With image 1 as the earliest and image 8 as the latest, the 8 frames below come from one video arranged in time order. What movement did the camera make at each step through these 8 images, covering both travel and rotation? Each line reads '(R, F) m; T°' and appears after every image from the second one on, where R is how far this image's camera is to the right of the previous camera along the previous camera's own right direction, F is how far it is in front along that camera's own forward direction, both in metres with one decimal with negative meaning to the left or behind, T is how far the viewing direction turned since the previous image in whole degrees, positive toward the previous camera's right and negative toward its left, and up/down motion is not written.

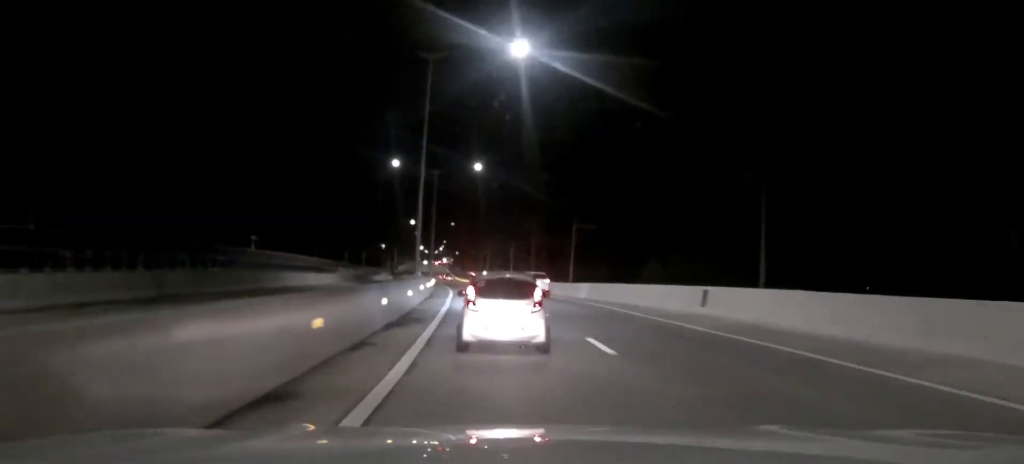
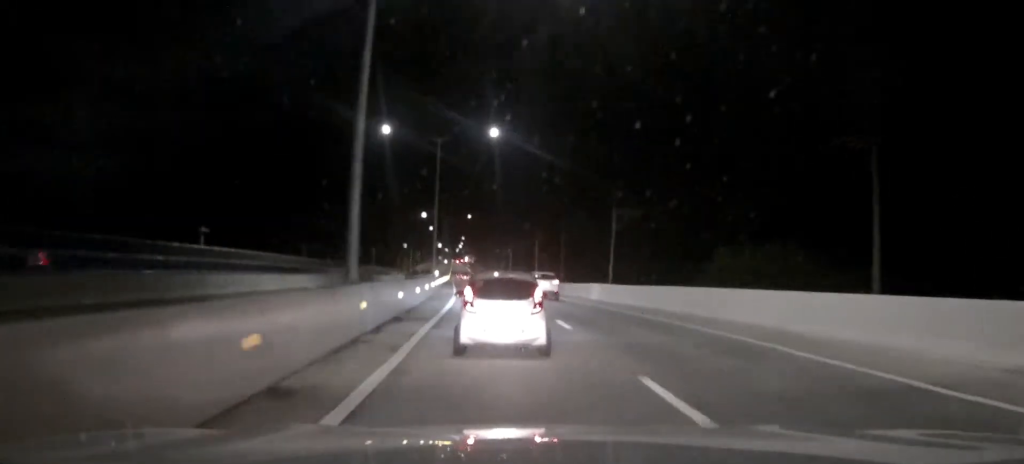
(-0.3, +17.1) m; -2°
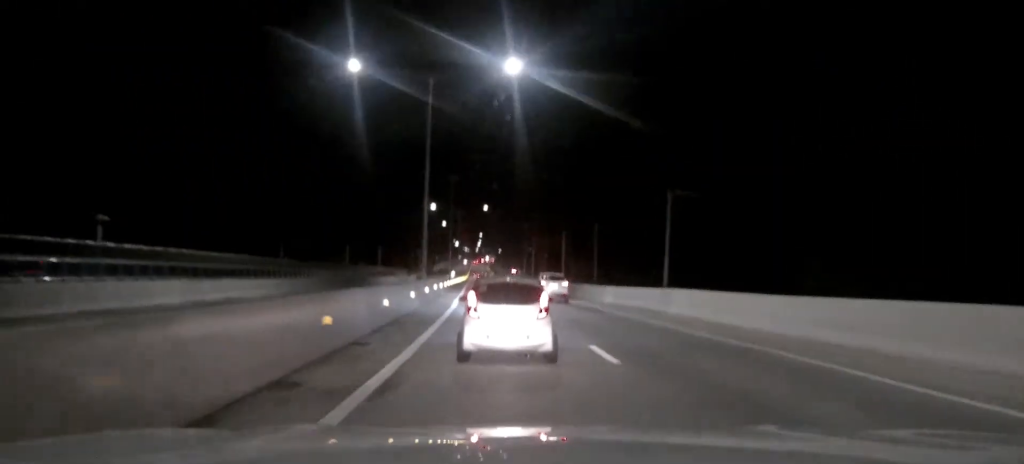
(-0.2, +18.2) m; -1°
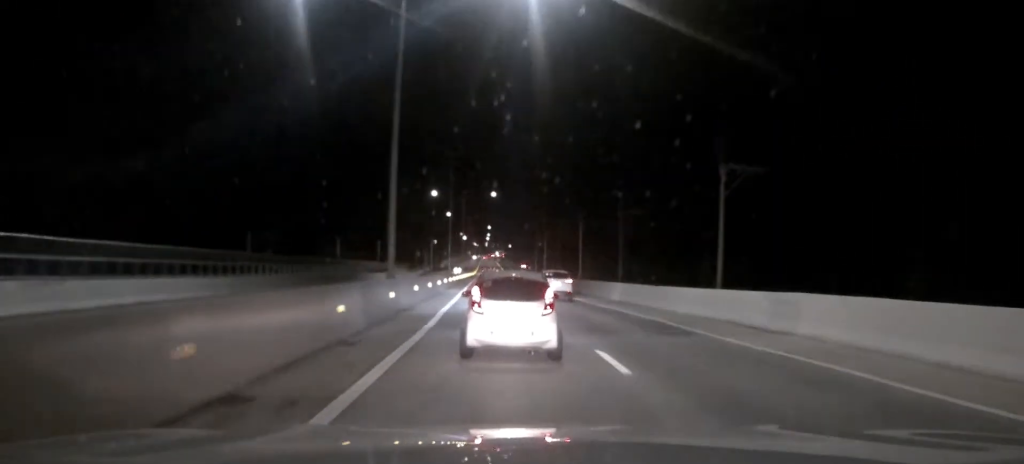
(-0.1, +13.4) m; -1°
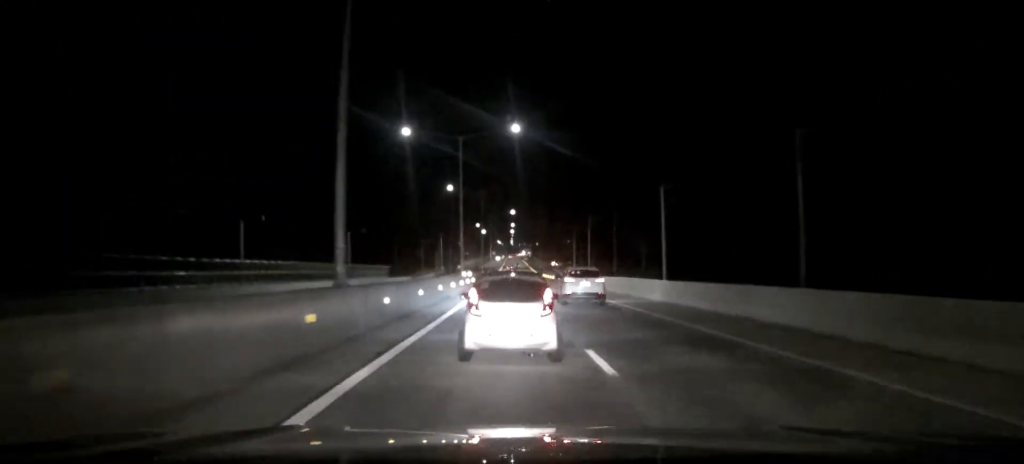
(-1.1, +48.3) m; -2°
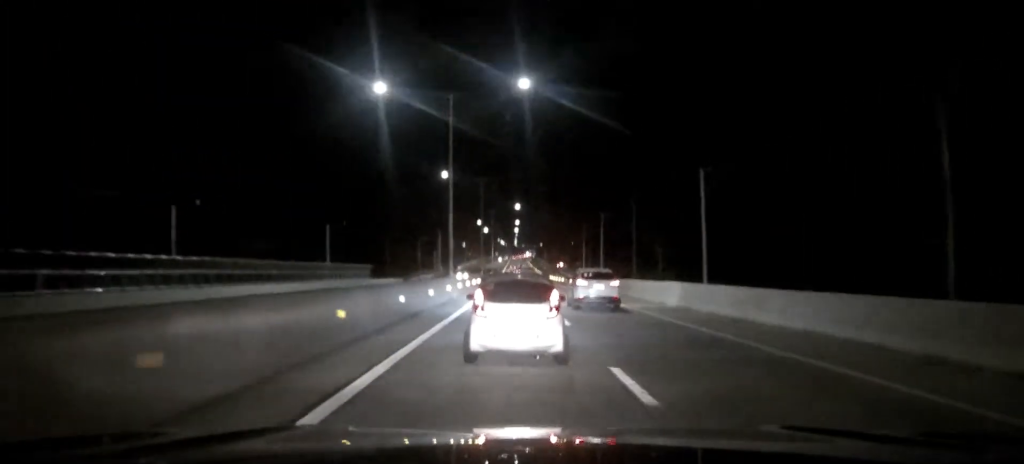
(-0.1, +14.0) m; 0°
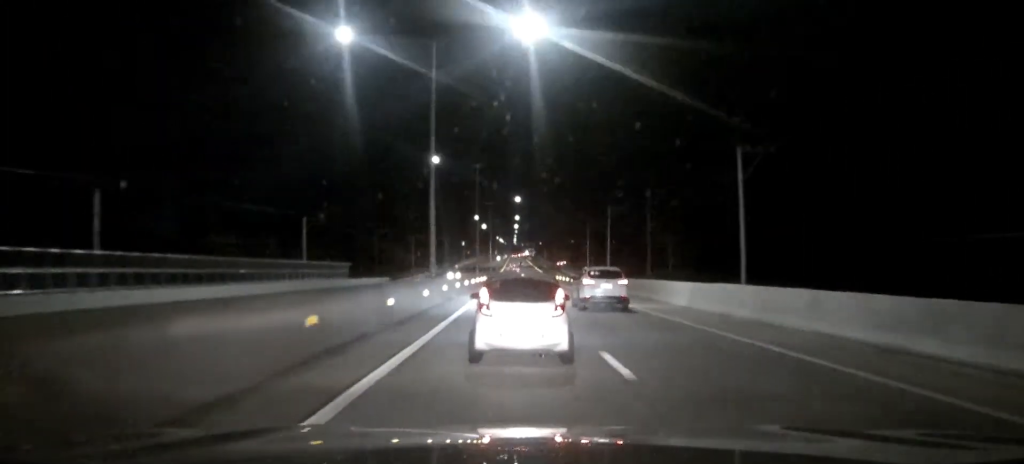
(0.0, +10.2) m; 0°
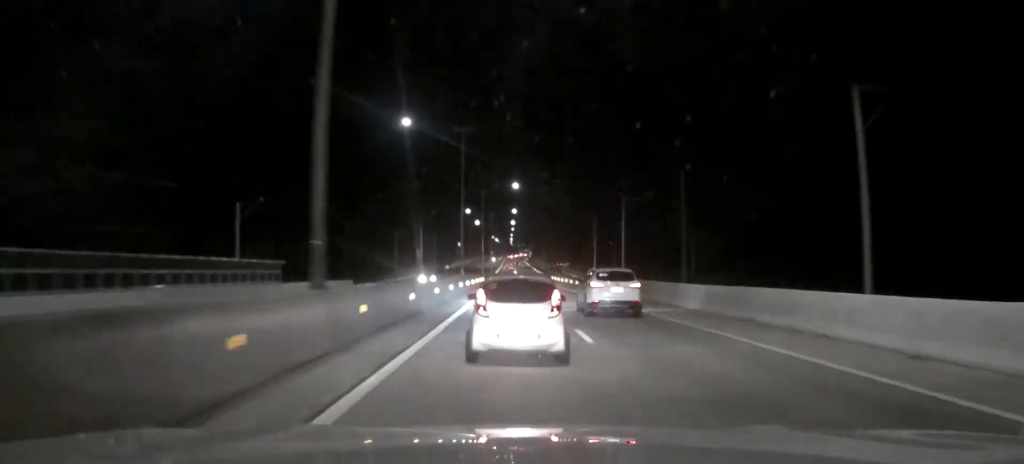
(0.0, +19.3) m; 0°
